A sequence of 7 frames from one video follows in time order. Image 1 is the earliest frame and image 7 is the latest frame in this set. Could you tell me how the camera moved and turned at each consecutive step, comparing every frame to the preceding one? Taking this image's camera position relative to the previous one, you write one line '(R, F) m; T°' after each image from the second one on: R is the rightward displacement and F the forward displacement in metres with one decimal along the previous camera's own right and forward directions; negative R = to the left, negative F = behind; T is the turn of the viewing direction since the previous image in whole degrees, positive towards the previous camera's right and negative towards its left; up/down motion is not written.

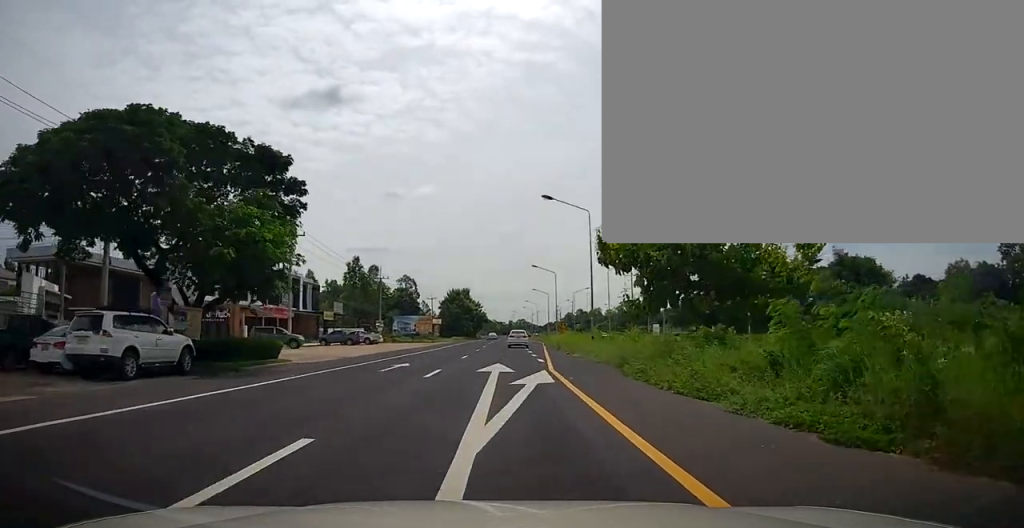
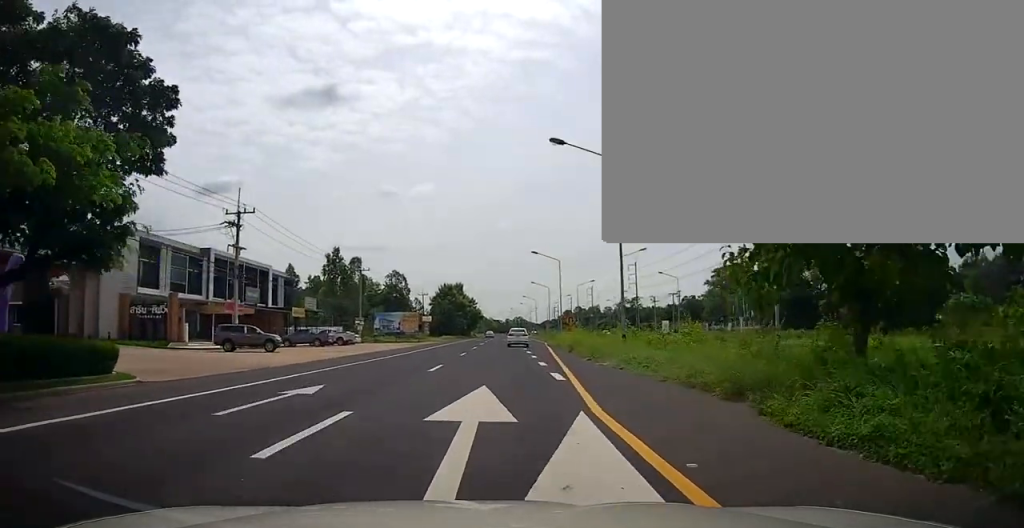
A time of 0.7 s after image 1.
(0.0, +10.2) m; 0°
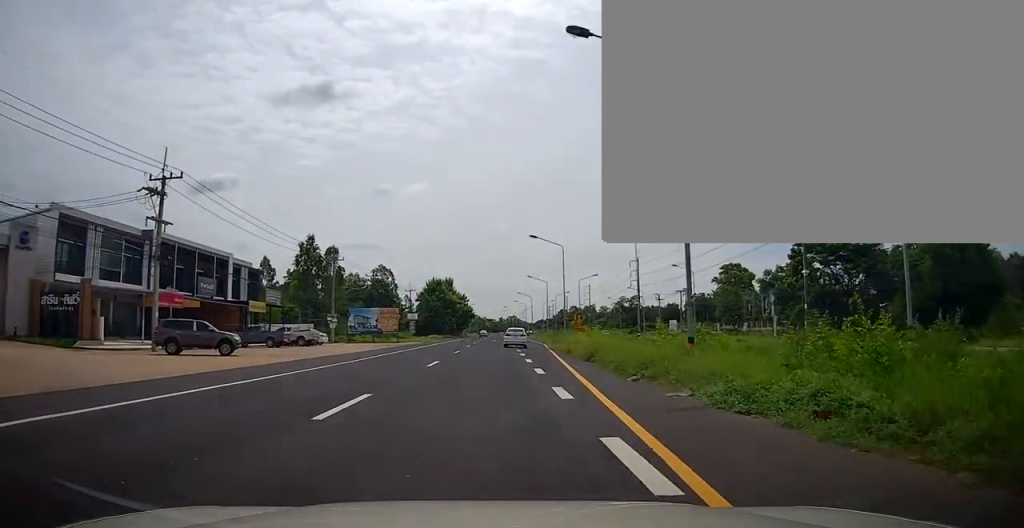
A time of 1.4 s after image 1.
(0.0, +9.7) m; 0°
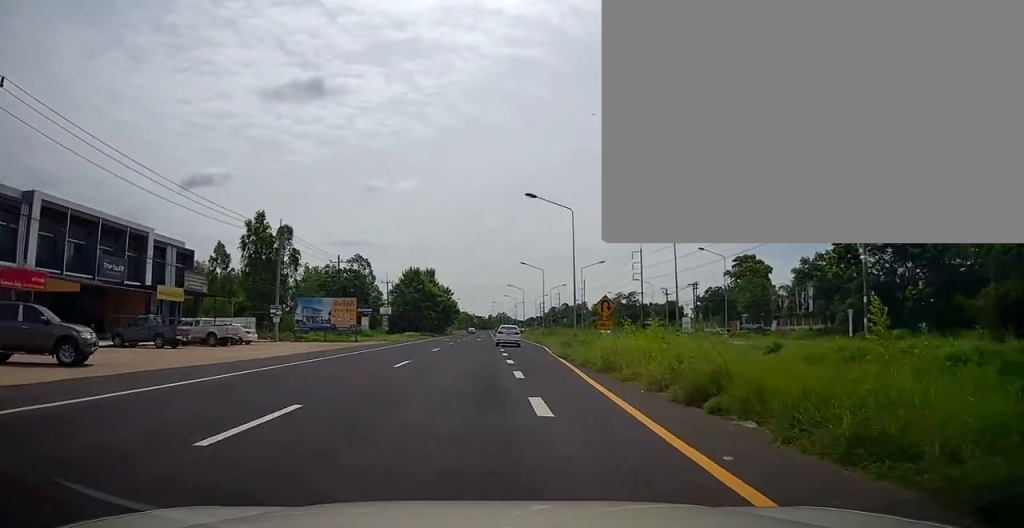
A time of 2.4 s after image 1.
(+0.1, +14.4) m; +1°
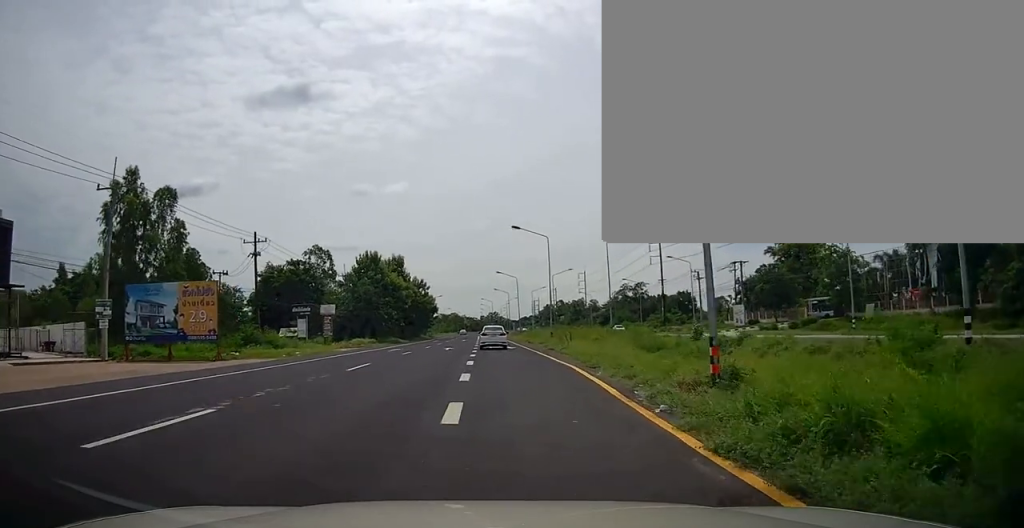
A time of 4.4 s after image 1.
(+0.3, +25.6) m; +1°
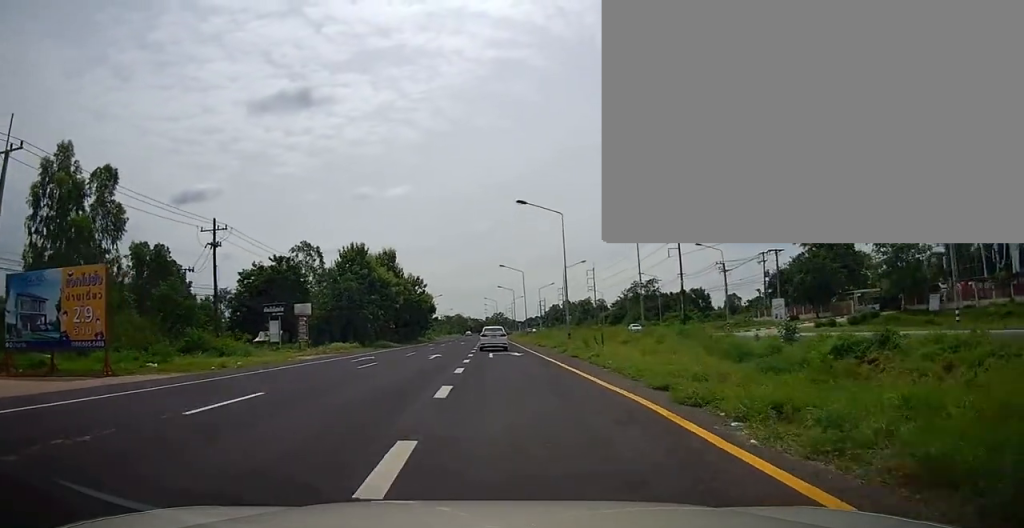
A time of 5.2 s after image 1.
(0.0, +9.5) m; 0°
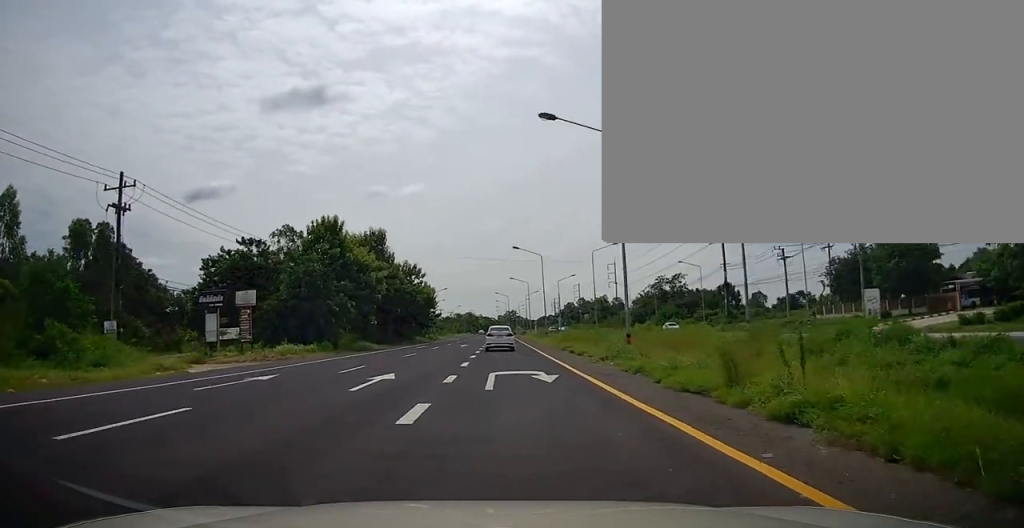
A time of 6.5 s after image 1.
(0.0, +15.3) m; -1°
